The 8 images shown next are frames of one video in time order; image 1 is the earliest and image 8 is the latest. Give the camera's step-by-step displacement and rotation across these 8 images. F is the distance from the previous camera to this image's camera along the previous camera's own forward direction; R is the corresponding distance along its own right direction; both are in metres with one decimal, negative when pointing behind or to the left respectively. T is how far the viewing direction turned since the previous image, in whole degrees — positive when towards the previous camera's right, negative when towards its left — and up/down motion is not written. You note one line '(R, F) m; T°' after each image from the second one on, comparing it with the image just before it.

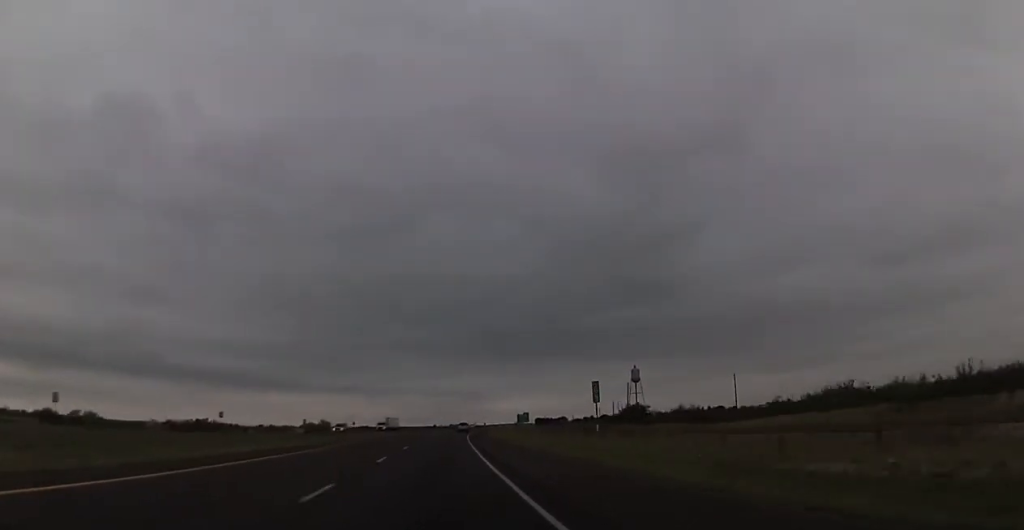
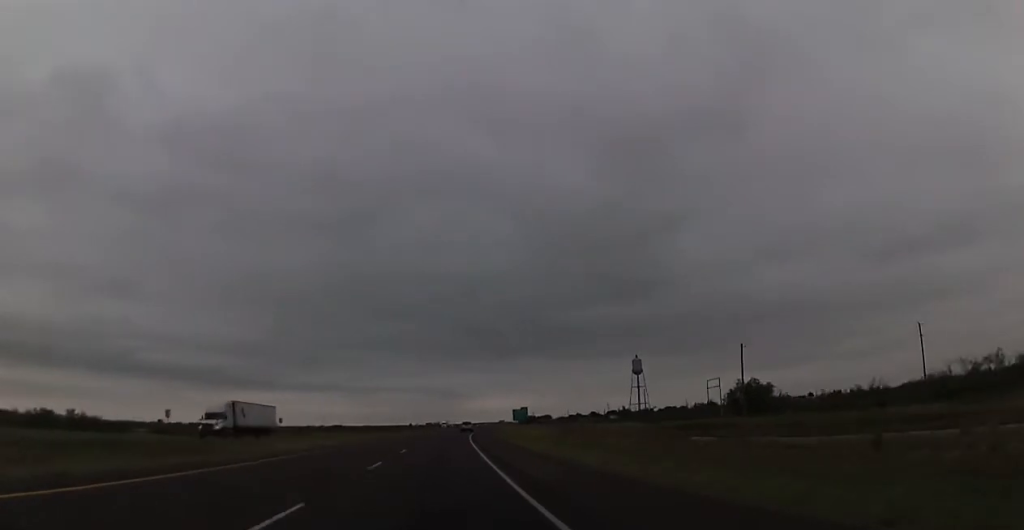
(+1.0, +63.4) m; +2°
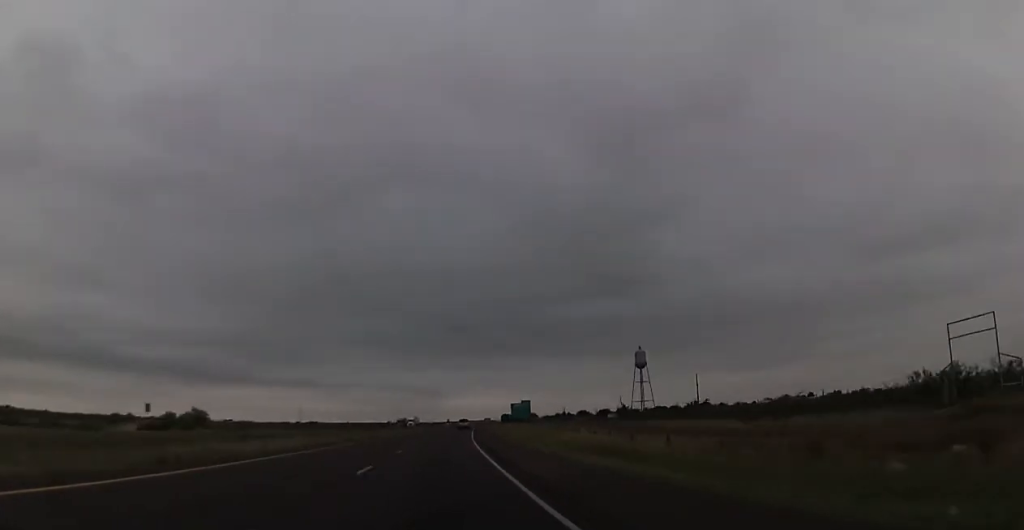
(+0.3, +51.2) m; +1°
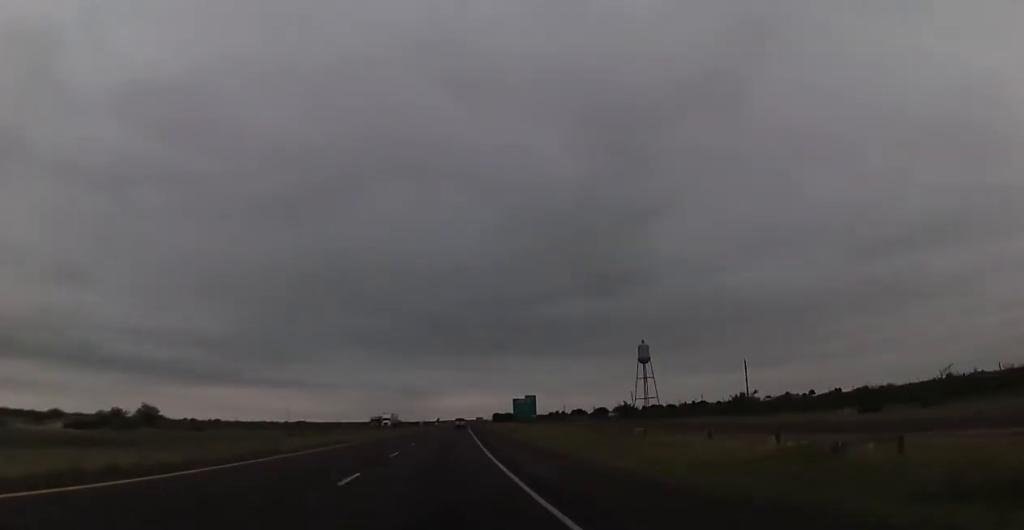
(+0.3, +26.8) m; +1°
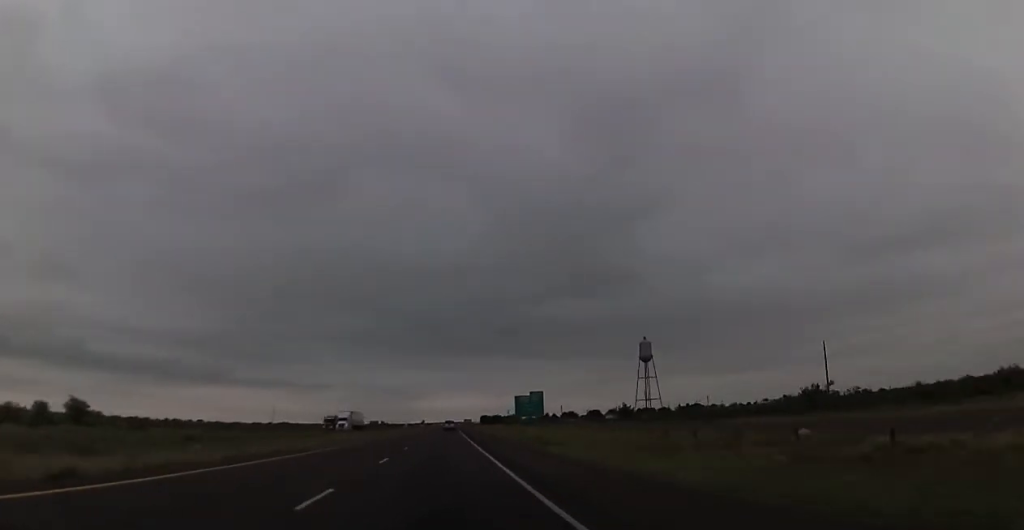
(+0.1, +28.2) m; +1°
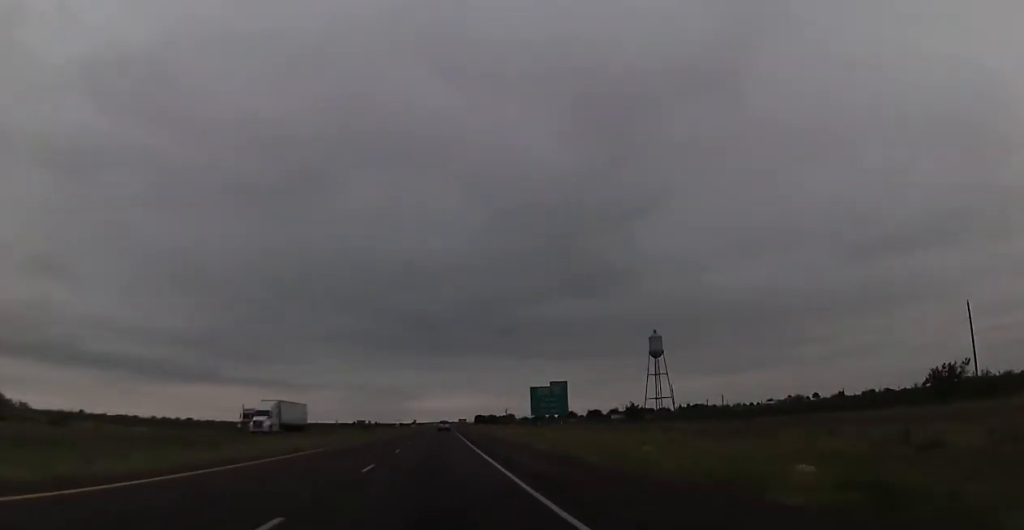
(+0.2, +28.1) m; +1°
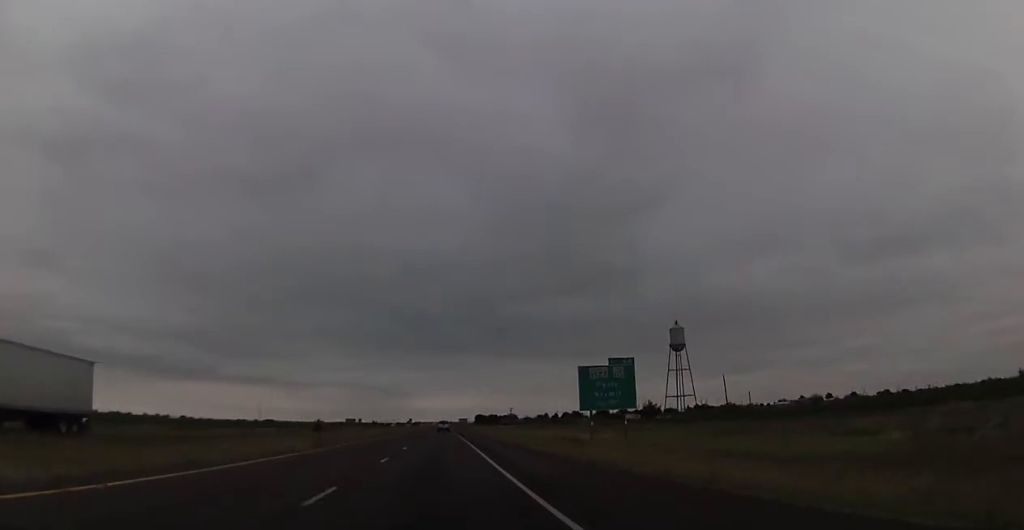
(+0.4, +31.8) m; +1°
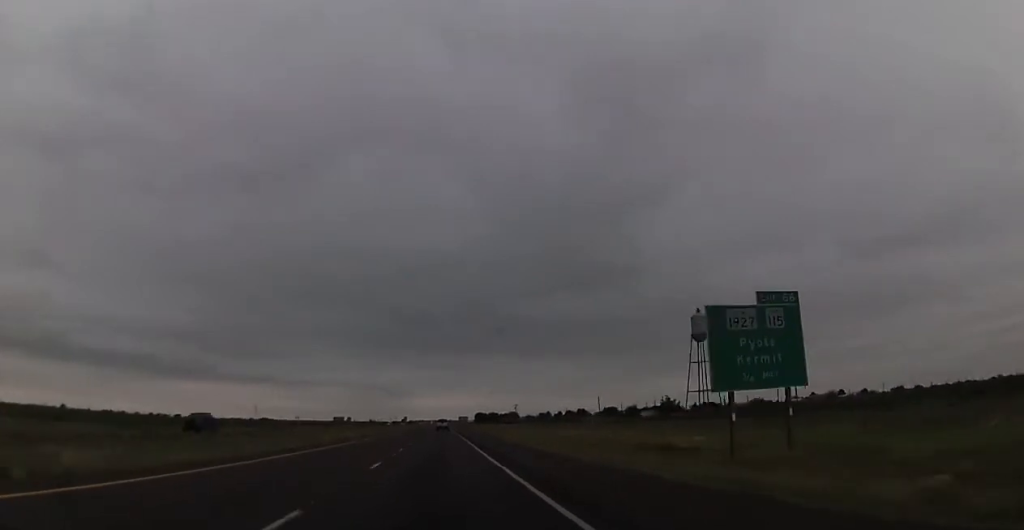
(+0.3, +28.1) m; +1°
